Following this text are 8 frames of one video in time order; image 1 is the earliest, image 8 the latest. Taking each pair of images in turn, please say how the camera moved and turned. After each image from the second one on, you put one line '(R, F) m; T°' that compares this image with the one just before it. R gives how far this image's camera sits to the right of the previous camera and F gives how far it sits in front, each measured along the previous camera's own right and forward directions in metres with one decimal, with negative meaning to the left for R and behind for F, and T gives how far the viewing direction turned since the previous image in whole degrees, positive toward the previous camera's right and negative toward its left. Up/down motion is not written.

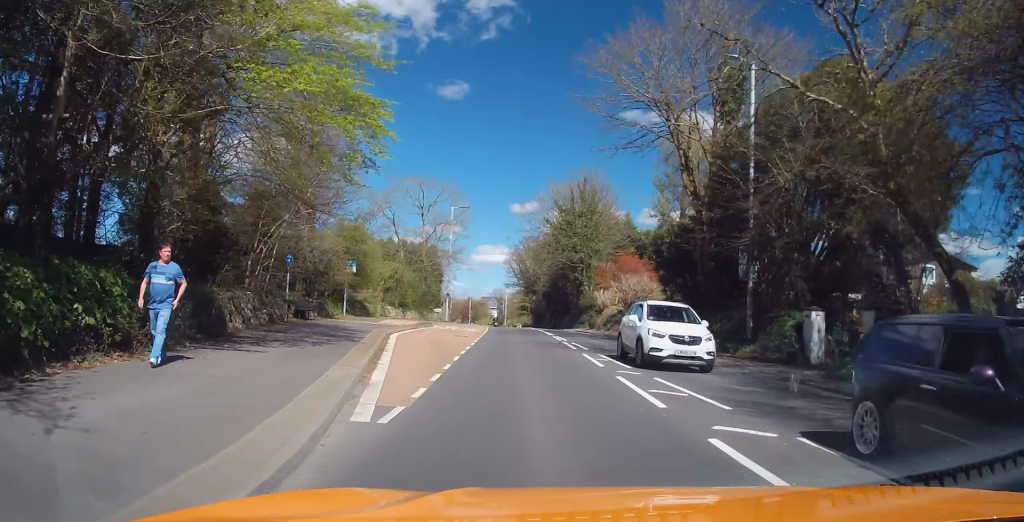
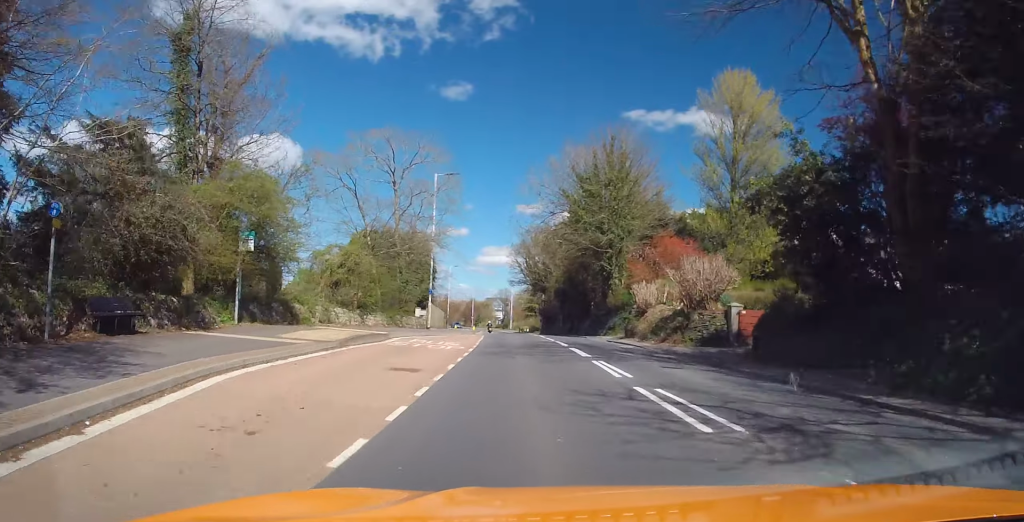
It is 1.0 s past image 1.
(-0.1, +14.0) m; -1°
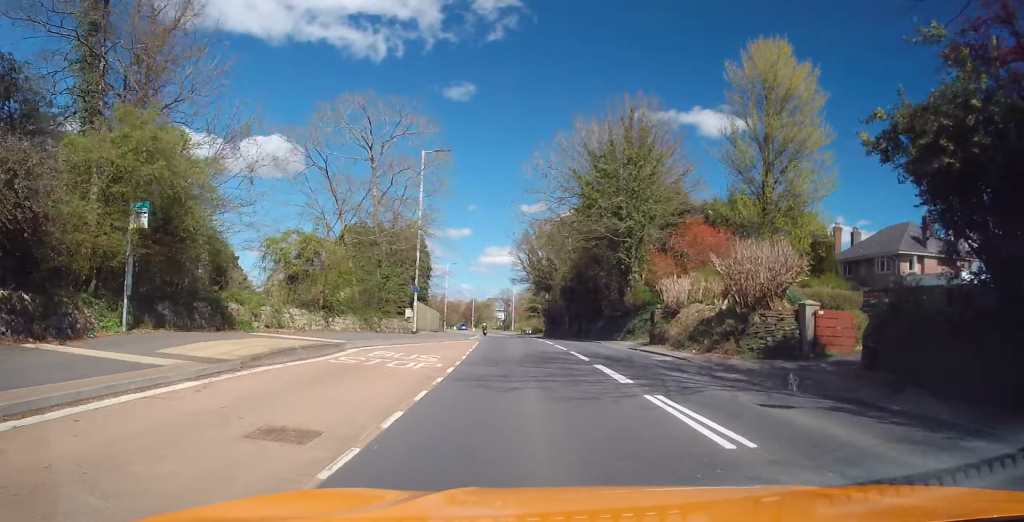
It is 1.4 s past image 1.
(0.0, +6.4) m; -1°
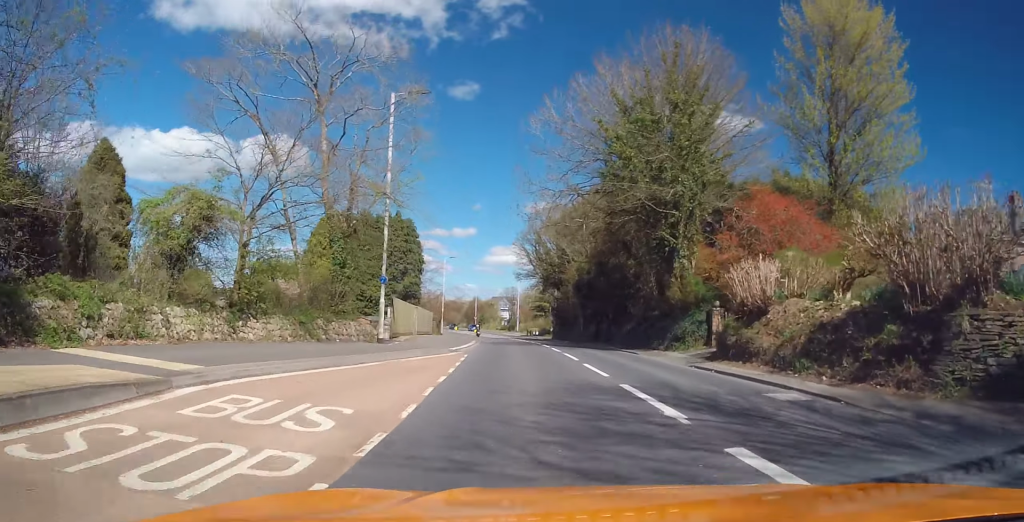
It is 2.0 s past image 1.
(-0.1, +9.6) m; 0°
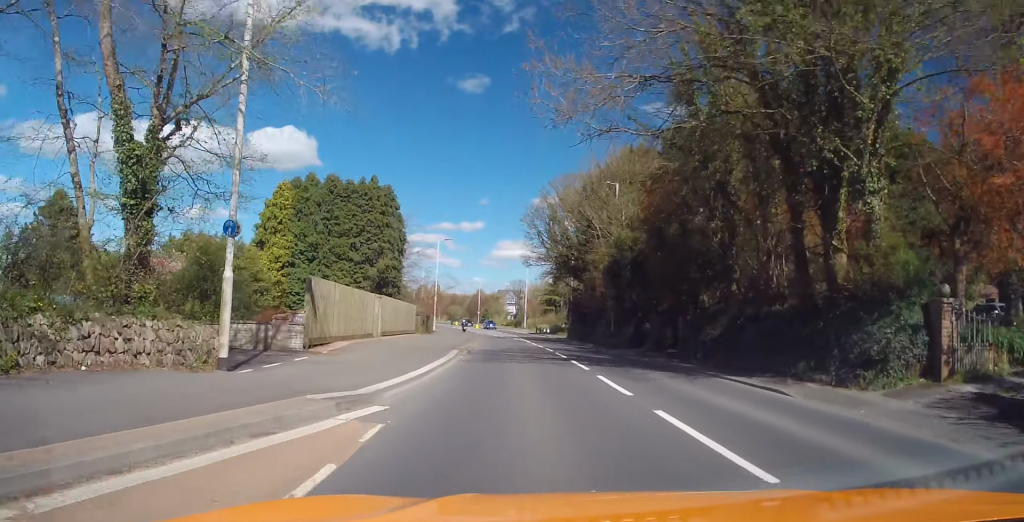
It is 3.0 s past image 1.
(0.0, +14.1) m; -1°
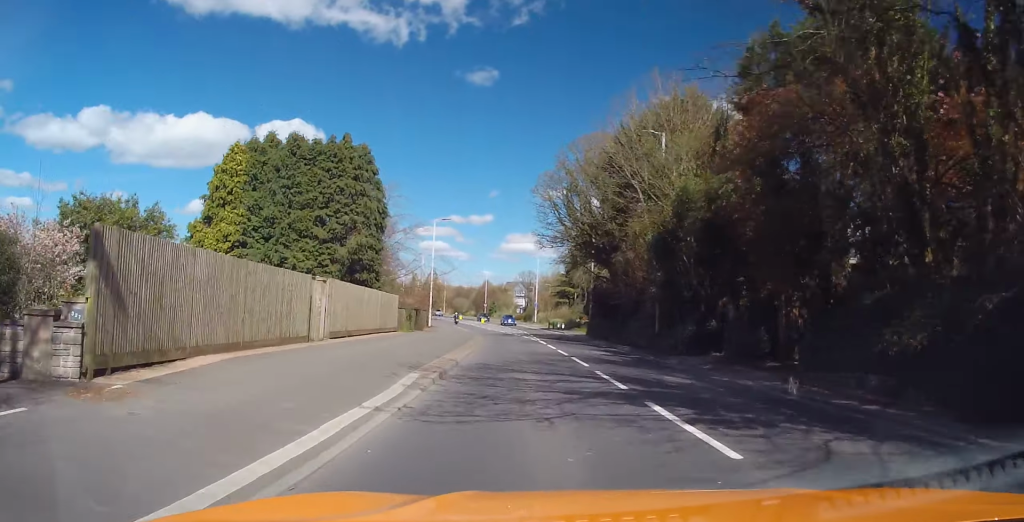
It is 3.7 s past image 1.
(-0.1, +10.6) m; -2°
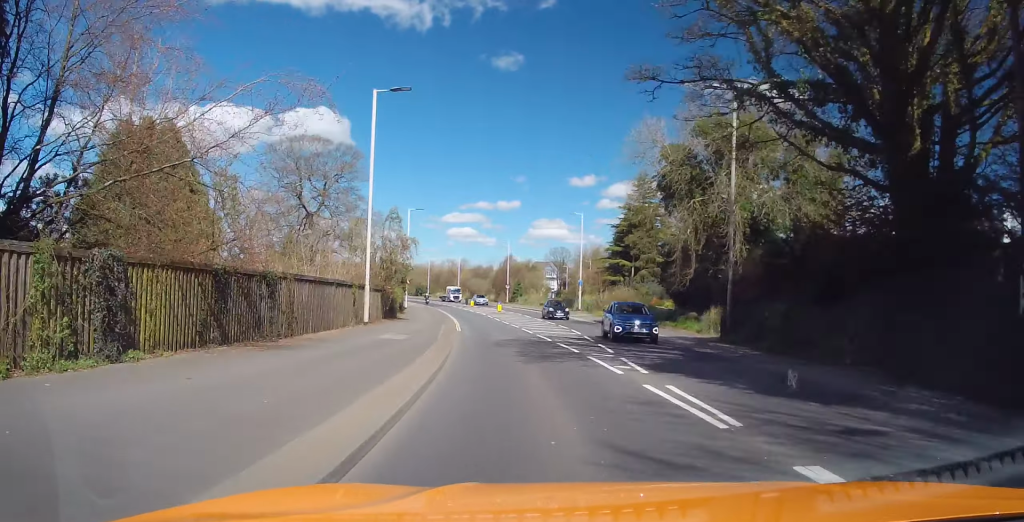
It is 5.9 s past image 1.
(-0.8, +33.1) m; -2°
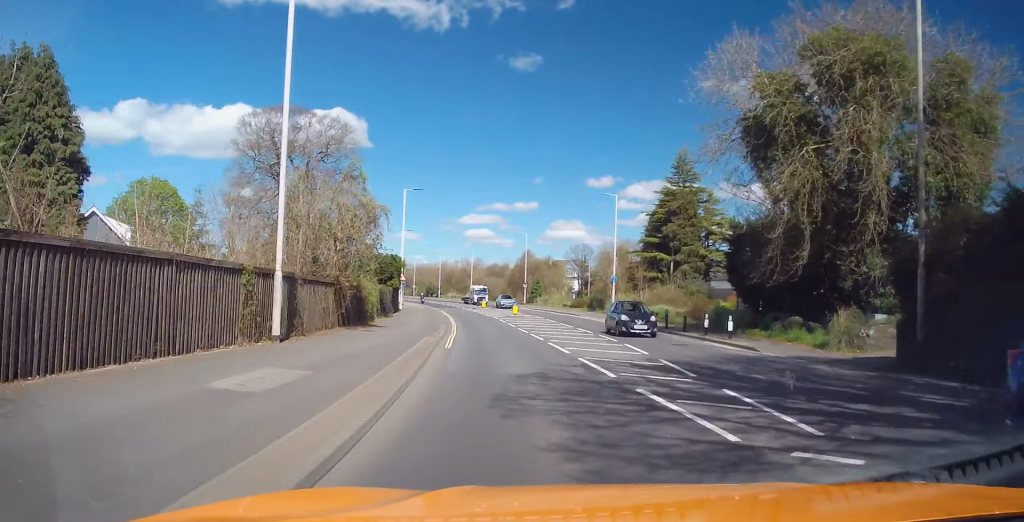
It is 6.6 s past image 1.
(-0.1, +11.9) m; -2°
